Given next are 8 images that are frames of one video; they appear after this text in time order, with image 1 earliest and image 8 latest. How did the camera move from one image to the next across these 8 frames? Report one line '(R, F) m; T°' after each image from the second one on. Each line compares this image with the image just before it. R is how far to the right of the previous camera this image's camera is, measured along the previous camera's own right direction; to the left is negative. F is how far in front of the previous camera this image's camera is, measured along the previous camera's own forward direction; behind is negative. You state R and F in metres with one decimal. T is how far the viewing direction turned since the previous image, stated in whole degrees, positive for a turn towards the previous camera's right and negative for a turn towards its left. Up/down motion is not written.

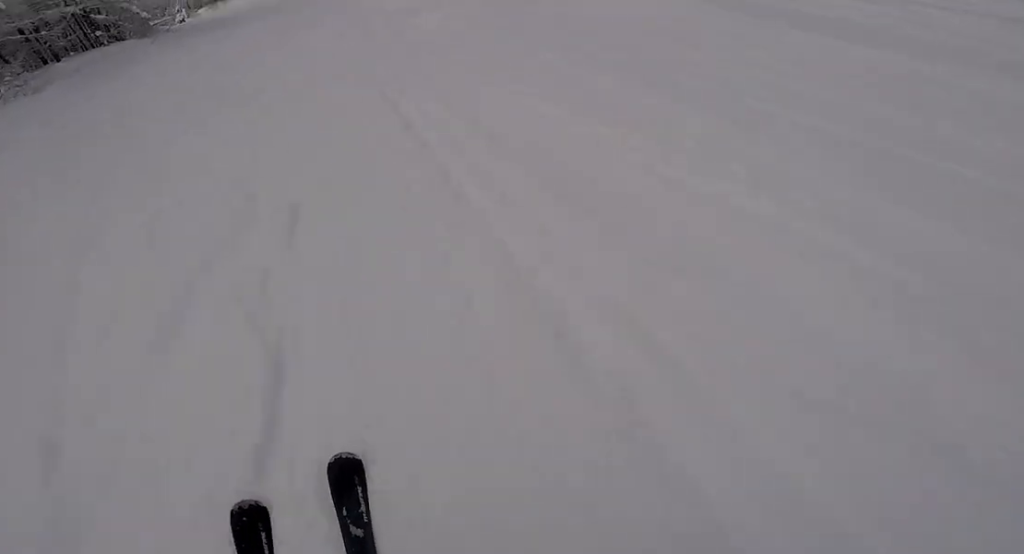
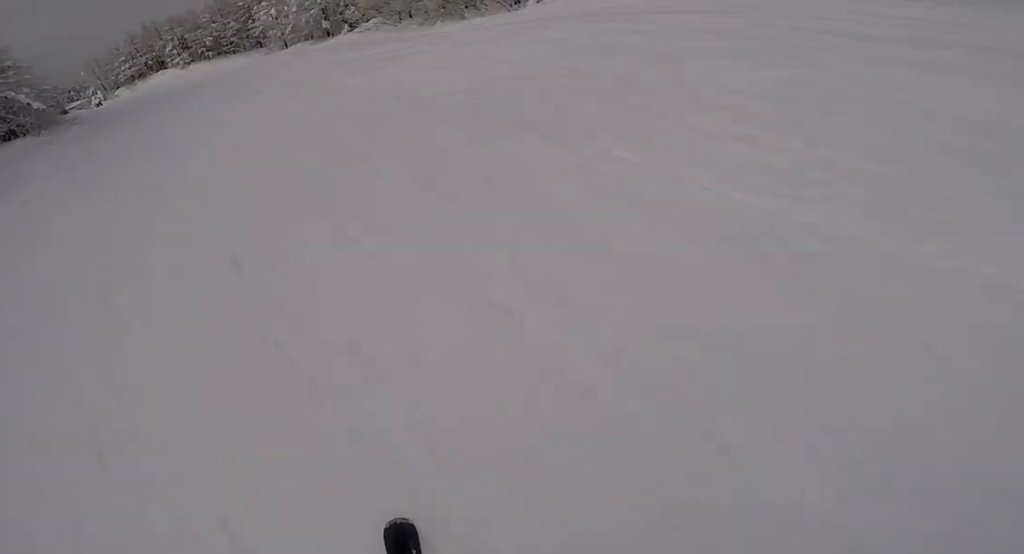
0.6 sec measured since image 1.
(+1.1, +7.5) m; +9°
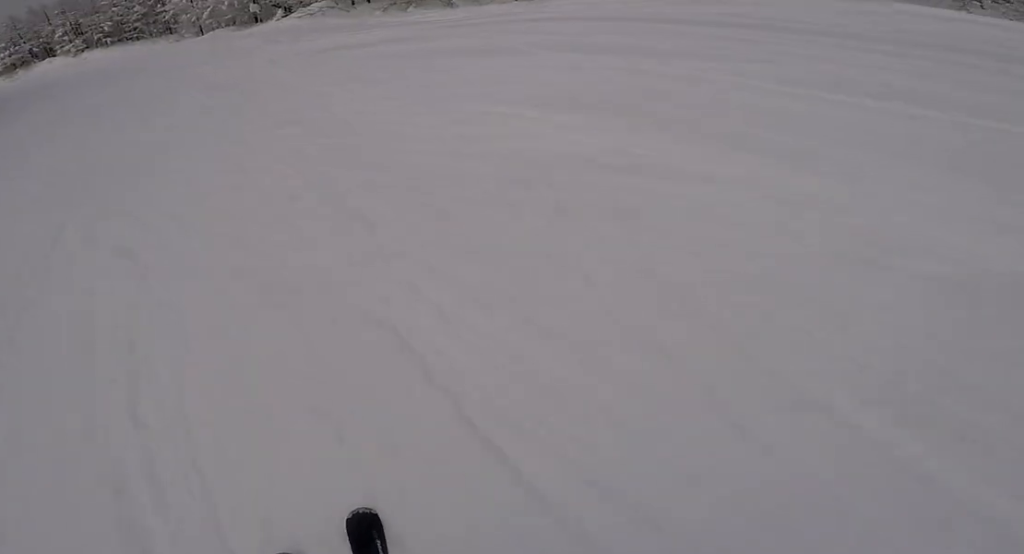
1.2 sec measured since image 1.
(+0.2, +7.5) m; +2°
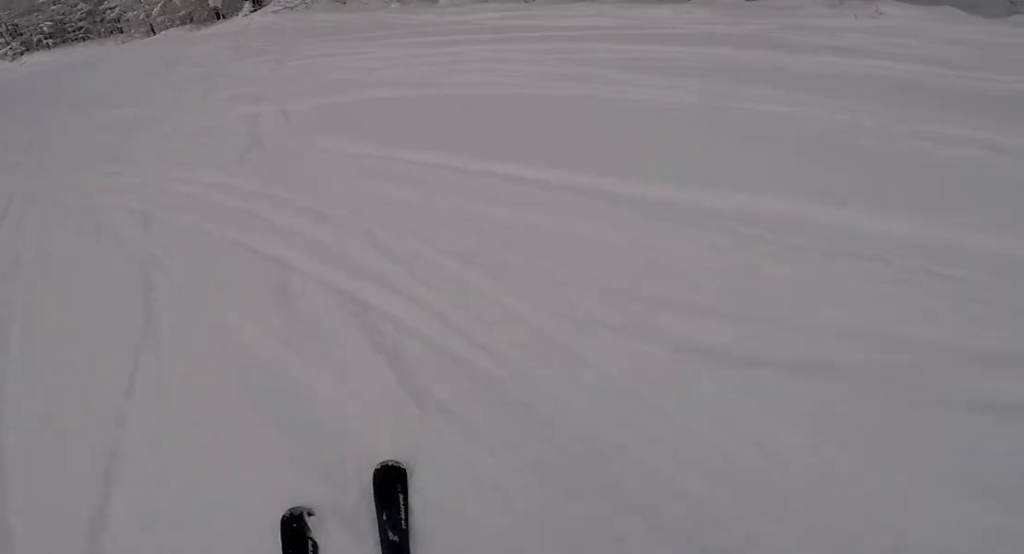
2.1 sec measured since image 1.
(+0.1, +9.7) m; +4°
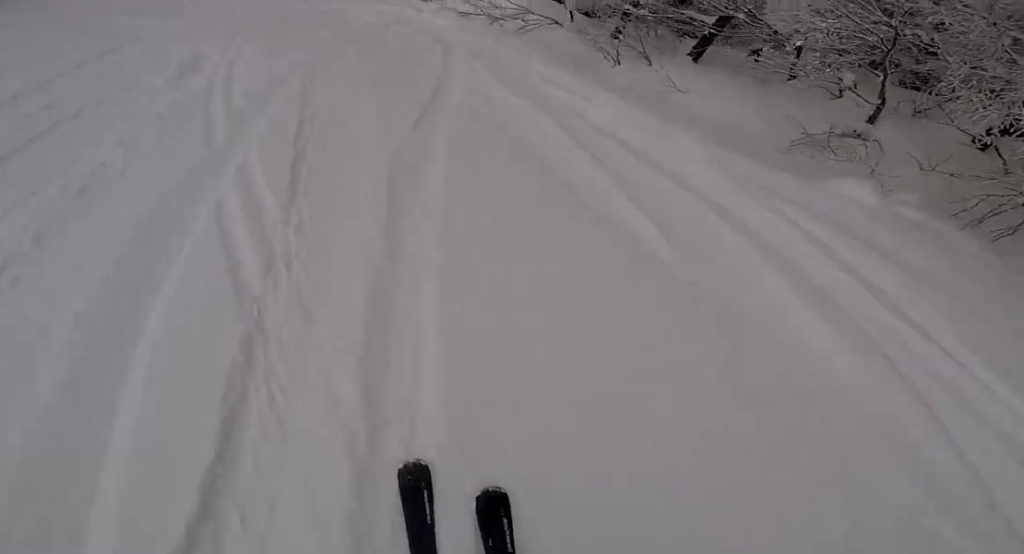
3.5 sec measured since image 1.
(+1.8, +15.8) m; +11°
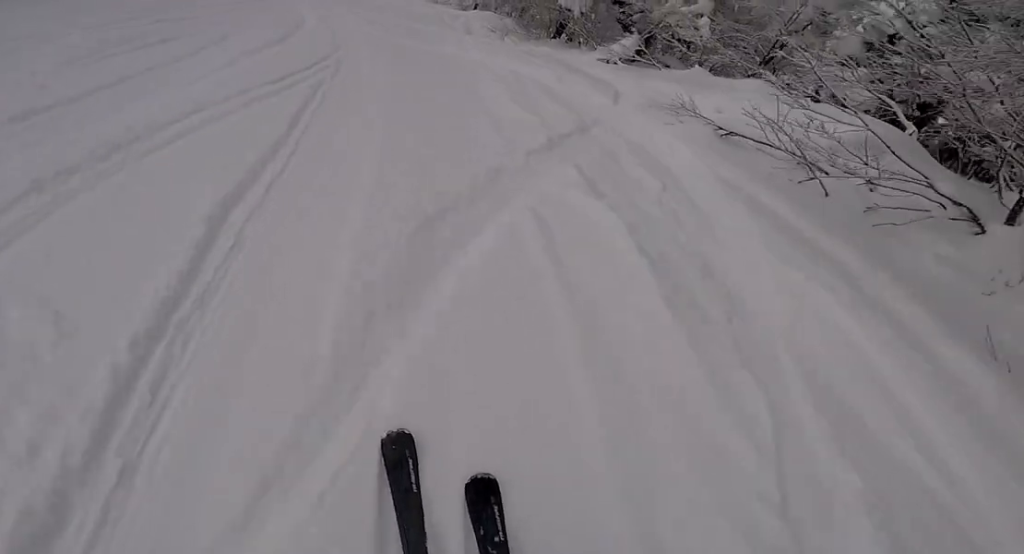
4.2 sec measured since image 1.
(+0.1, +7.9) m; -5°
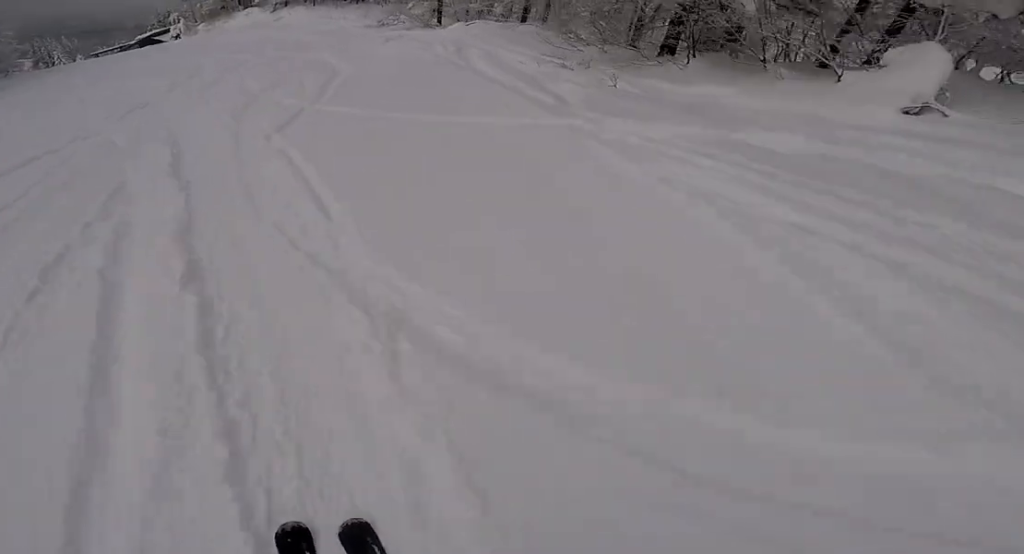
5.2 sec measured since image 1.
(-1.1, +9.9) m; -12°
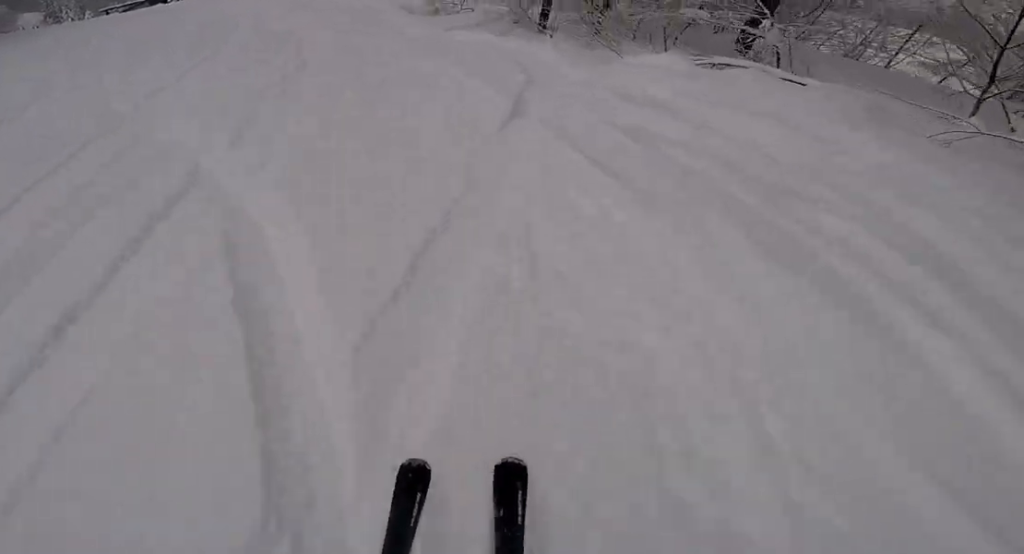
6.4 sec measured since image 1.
(-1.2, +11.6) m; -6°
